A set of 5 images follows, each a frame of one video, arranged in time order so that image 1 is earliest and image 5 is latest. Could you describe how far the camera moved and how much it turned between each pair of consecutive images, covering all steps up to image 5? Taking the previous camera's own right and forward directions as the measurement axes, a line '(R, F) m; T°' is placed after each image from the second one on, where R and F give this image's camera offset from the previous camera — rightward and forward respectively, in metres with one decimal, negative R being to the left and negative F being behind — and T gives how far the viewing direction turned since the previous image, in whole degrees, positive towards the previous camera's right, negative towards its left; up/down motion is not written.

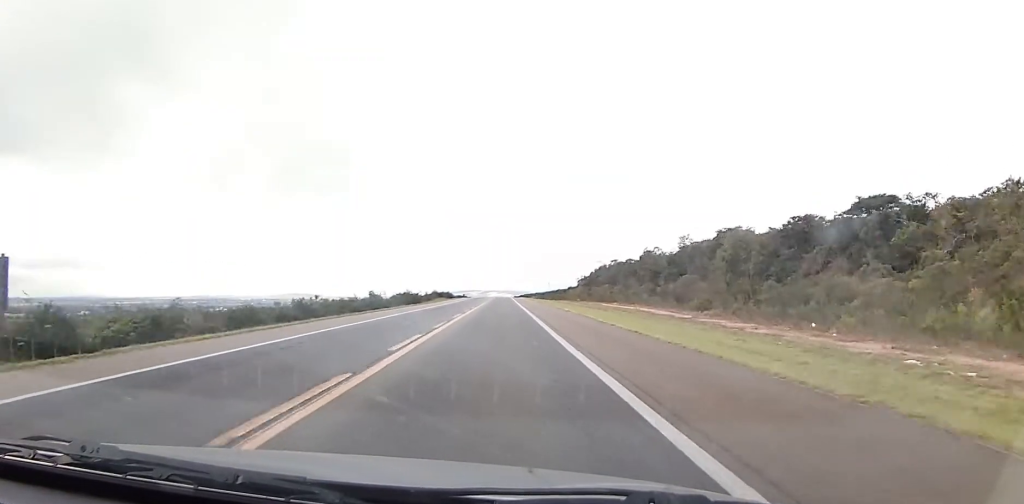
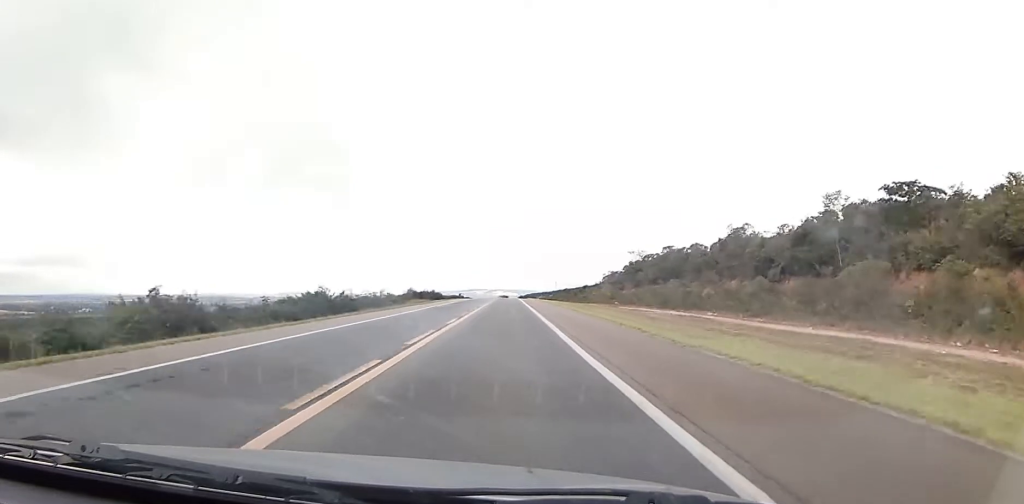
(0.0, +46.3) m; 0°
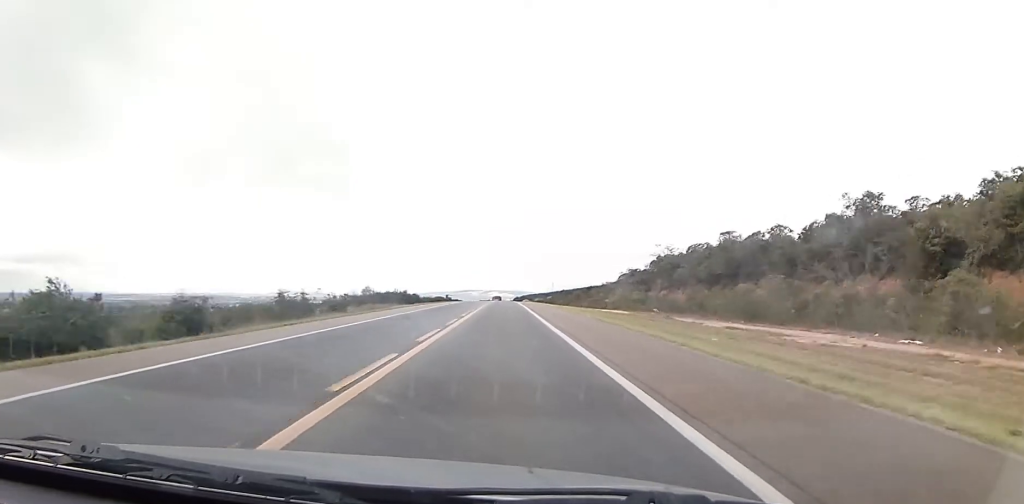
(0.0, +30.7) m; 0°
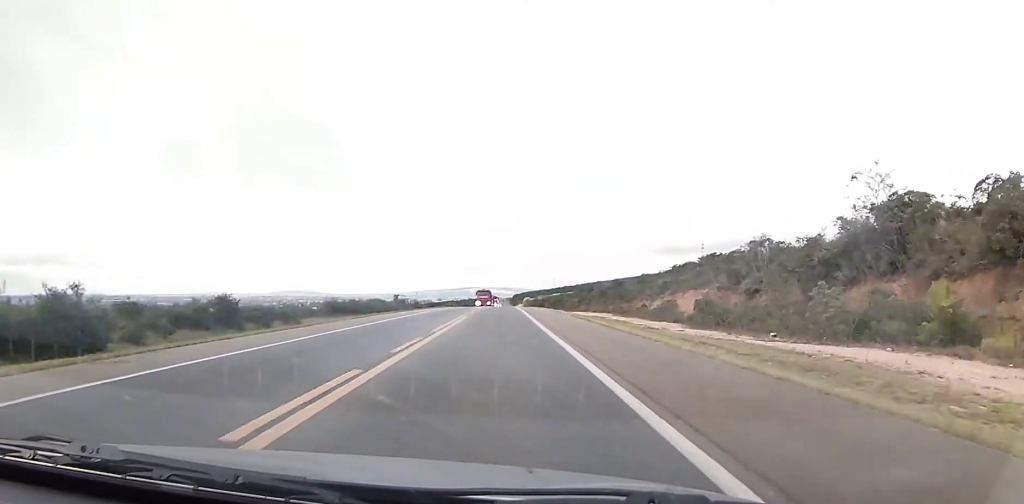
(+0.1, +74.1) m; 0°
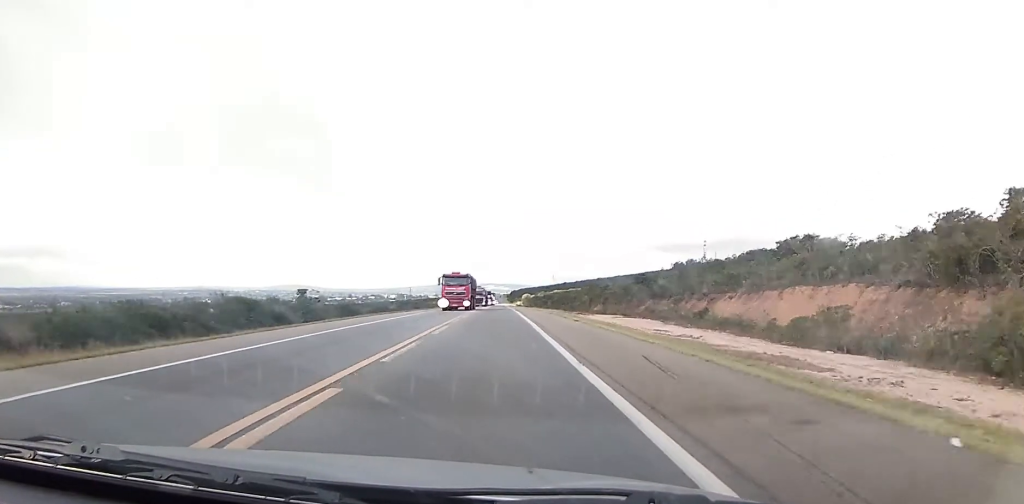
(0.0, +41.3) m; 0°
